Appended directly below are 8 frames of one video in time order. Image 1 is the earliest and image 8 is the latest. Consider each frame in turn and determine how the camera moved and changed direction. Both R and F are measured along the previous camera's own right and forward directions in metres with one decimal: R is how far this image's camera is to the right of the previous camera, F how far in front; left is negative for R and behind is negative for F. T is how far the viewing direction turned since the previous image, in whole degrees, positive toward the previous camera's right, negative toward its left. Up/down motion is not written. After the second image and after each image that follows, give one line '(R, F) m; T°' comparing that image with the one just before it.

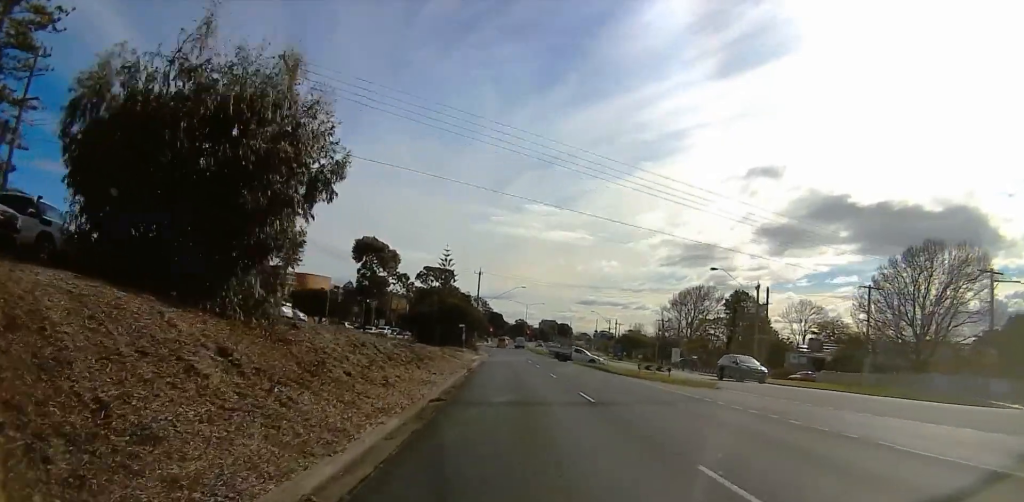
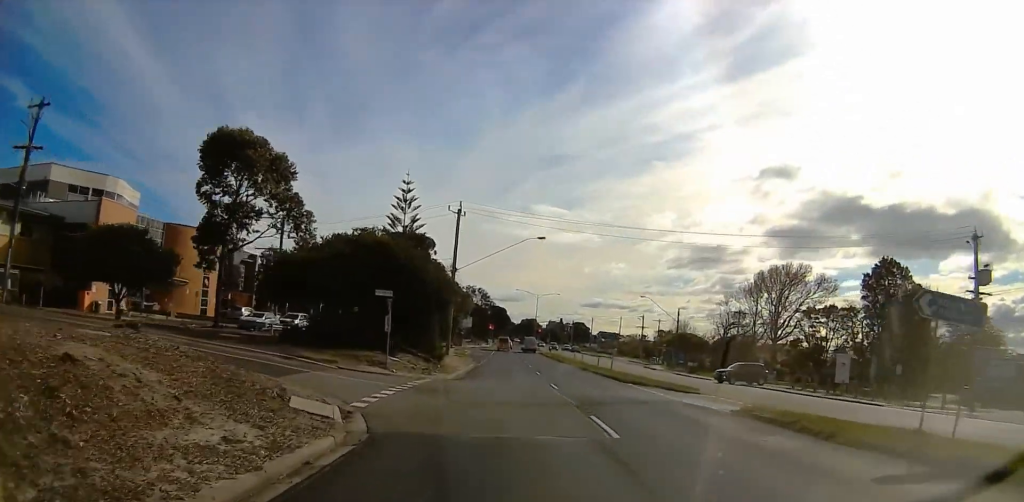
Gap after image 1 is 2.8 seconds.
(-0.8, +39.0) m; 0°
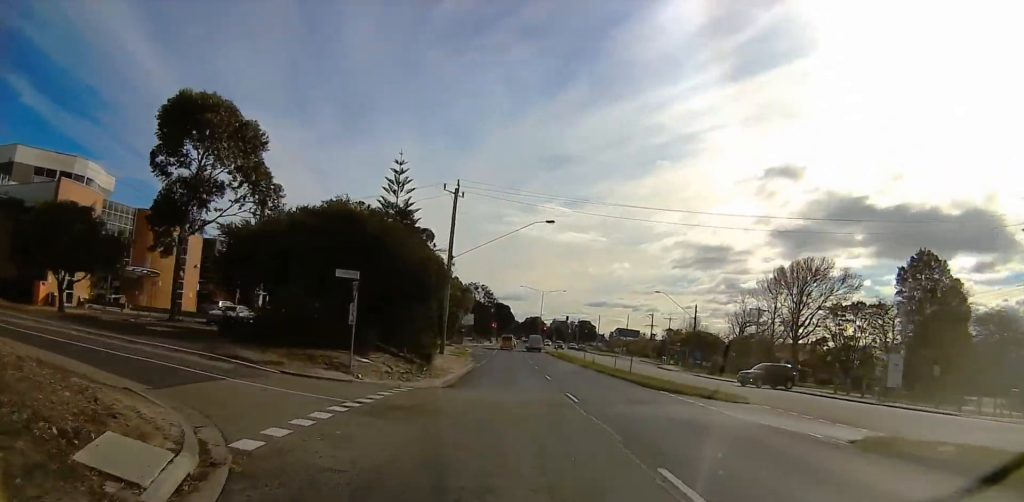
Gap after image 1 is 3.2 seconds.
(+0.1, +5.9) m; 0°
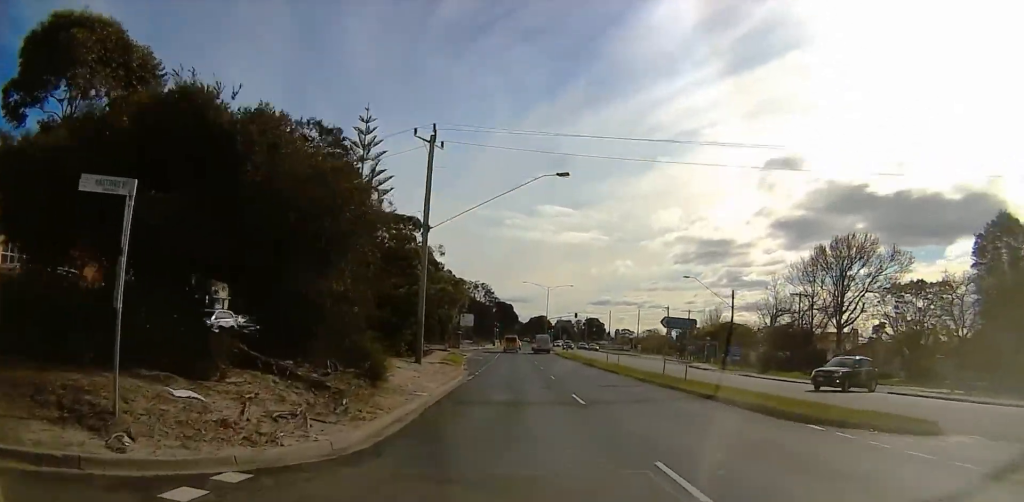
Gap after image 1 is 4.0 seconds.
(0.0, +11.5) m; 0°
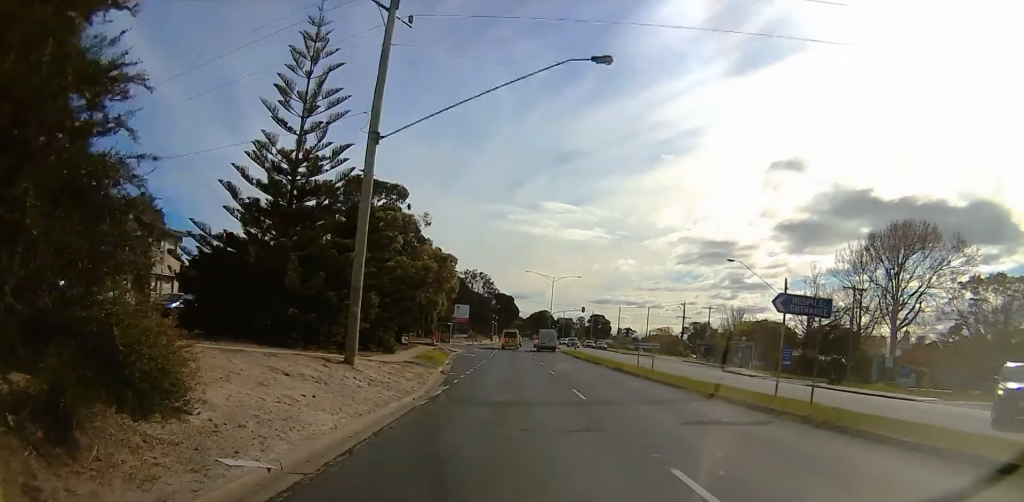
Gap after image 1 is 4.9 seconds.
(-0.1, +12.6) m; -1°
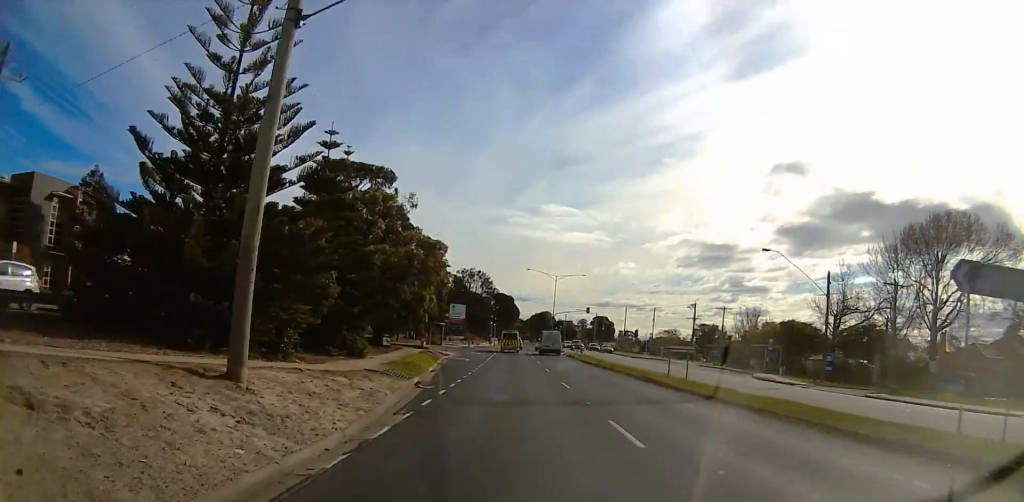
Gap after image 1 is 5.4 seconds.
(-0.1, +7.4) m; 0°
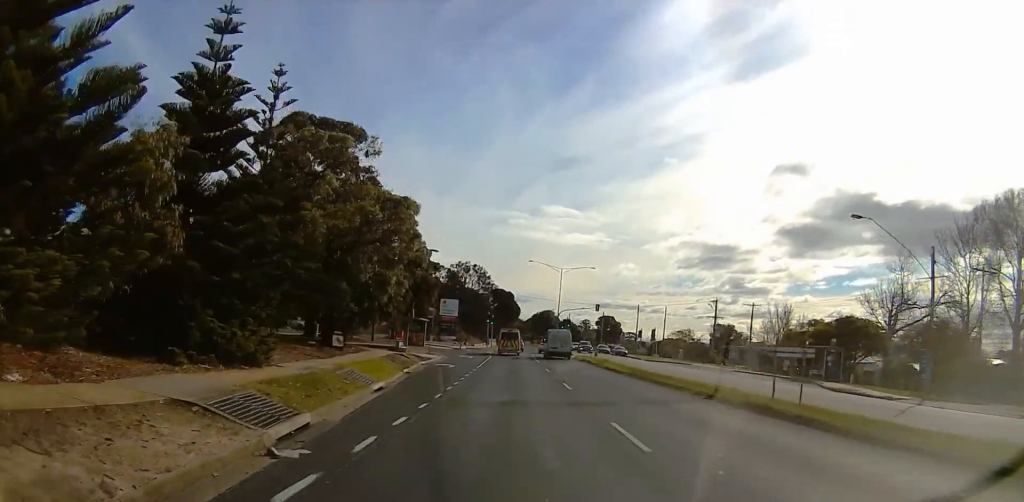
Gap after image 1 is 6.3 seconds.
(+0.1, +12.0) m; 0°
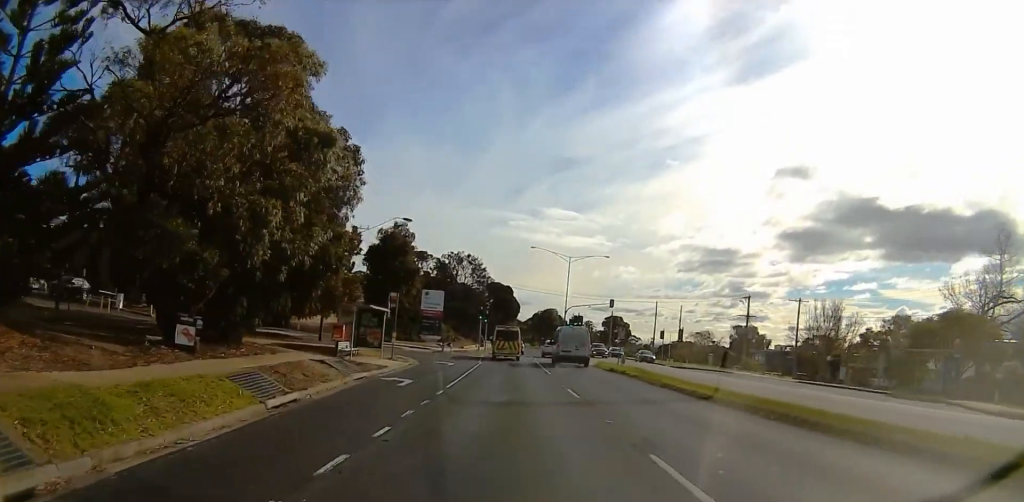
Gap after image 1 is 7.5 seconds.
(-0.1, +15.4) m; -2°
